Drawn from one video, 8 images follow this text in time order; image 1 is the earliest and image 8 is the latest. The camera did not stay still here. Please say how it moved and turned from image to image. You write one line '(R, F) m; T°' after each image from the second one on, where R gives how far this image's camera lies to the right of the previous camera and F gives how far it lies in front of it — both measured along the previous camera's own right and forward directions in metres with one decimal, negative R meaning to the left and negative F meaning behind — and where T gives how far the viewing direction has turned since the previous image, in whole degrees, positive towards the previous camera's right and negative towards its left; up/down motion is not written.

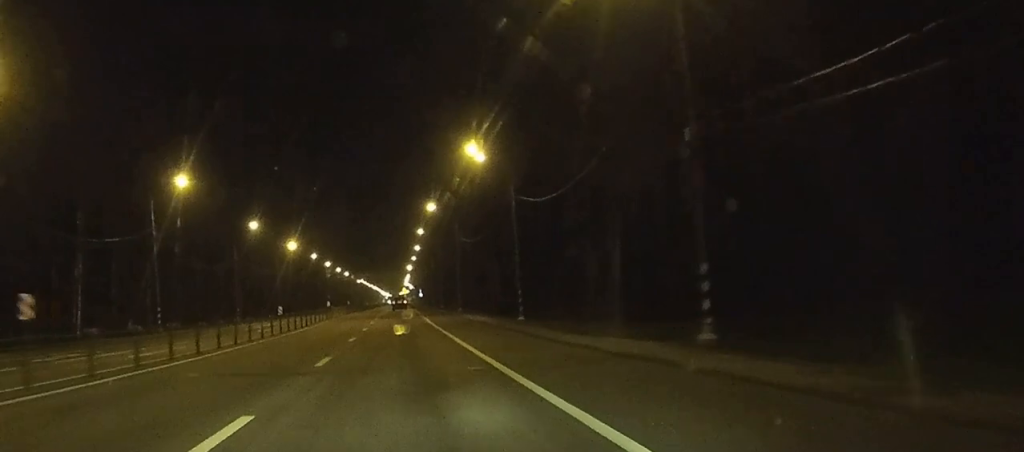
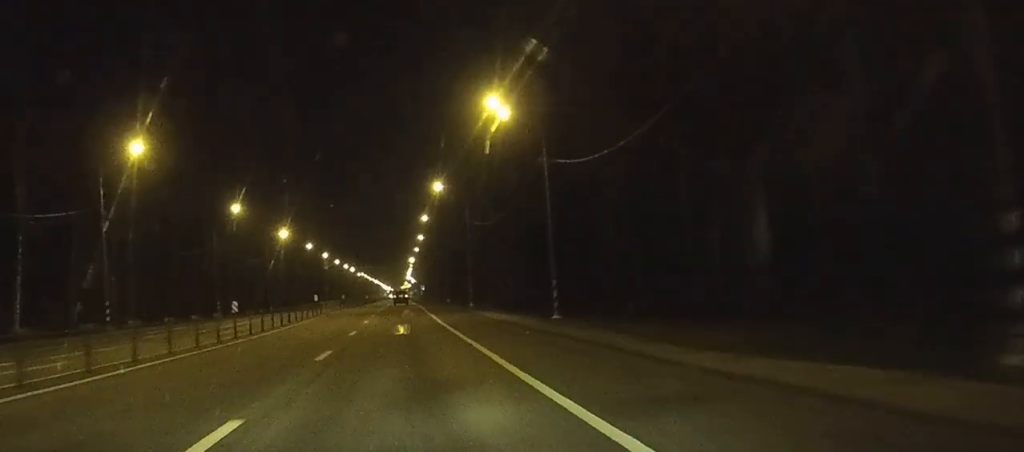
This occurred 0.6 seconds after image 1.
(0.0, +12.2) m; +1°
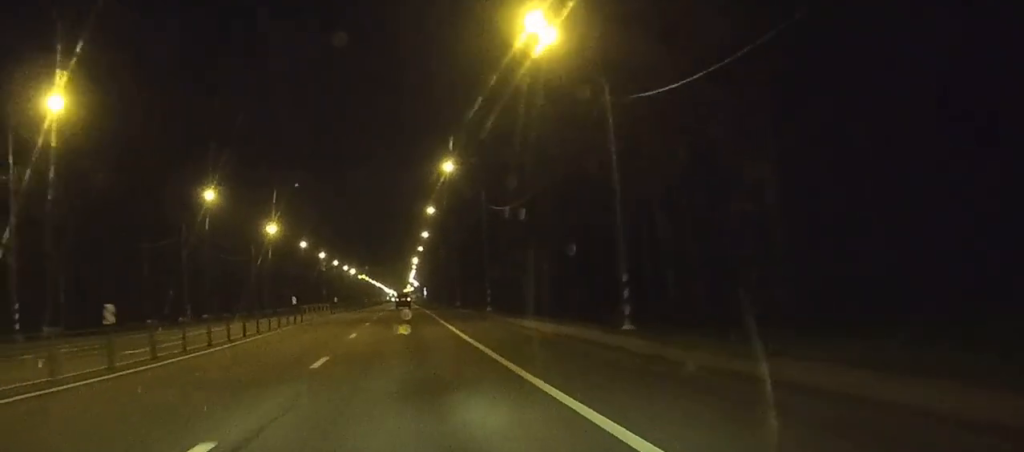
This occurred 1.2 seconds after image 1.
(0.0, +13.7) m; +1°
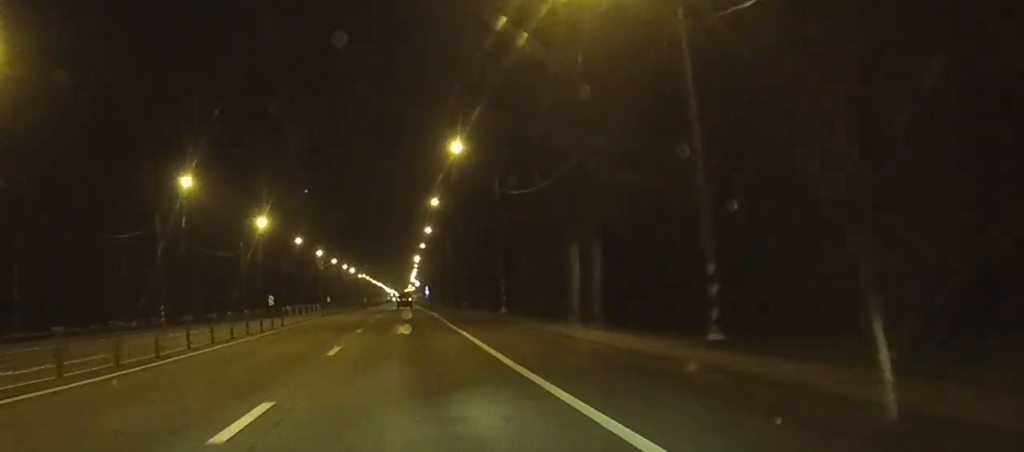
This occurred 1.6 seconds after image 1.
(+0.2, +8.7) m; 0°
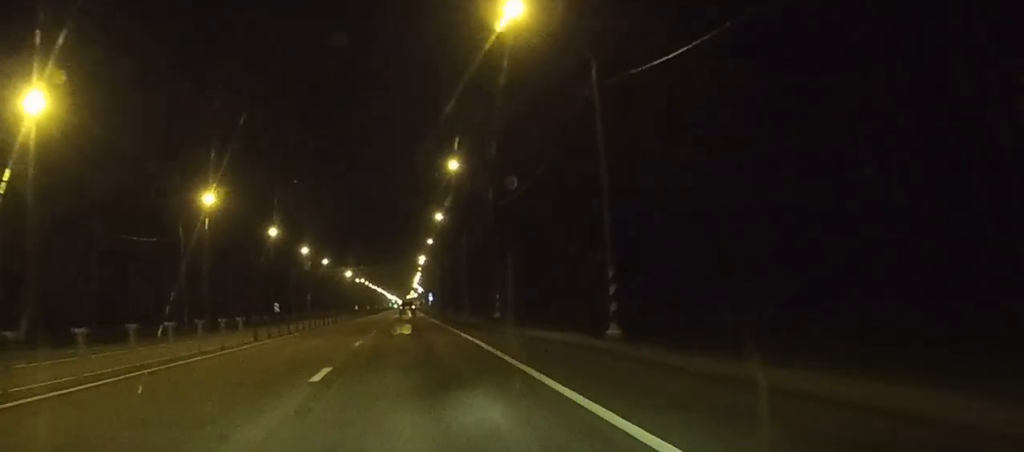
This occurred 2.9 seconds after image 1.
(-0.5, +28.8) m; -2°
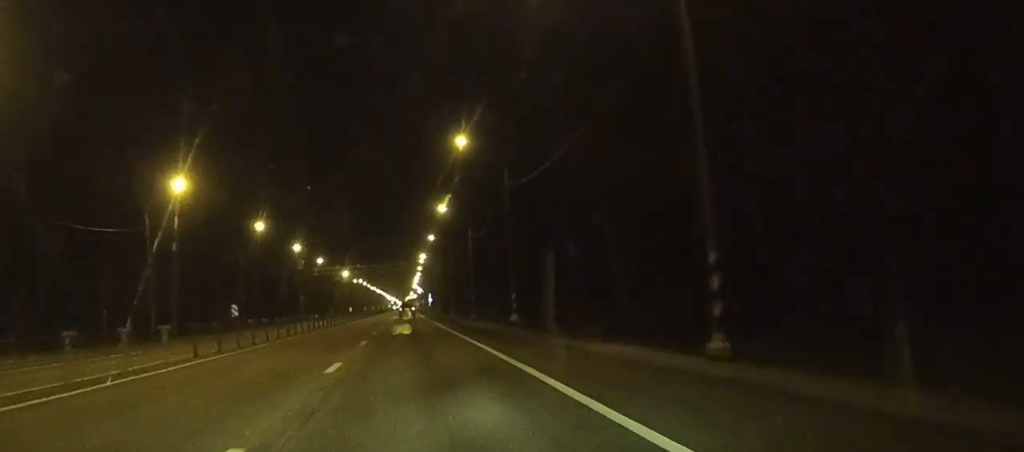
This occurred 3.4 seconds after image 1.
(-0.1, +9.4) m; 0°
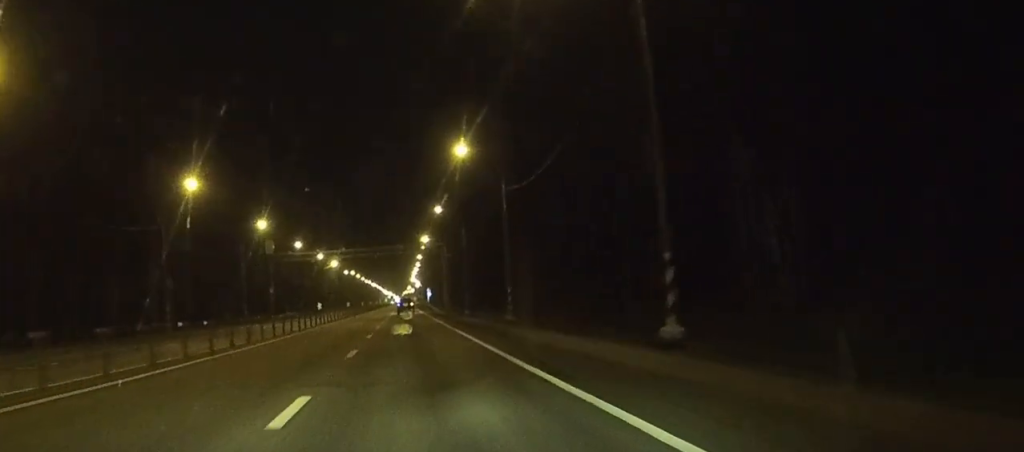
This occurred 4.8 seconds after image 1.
(+0.3, +30.5) m; +1°
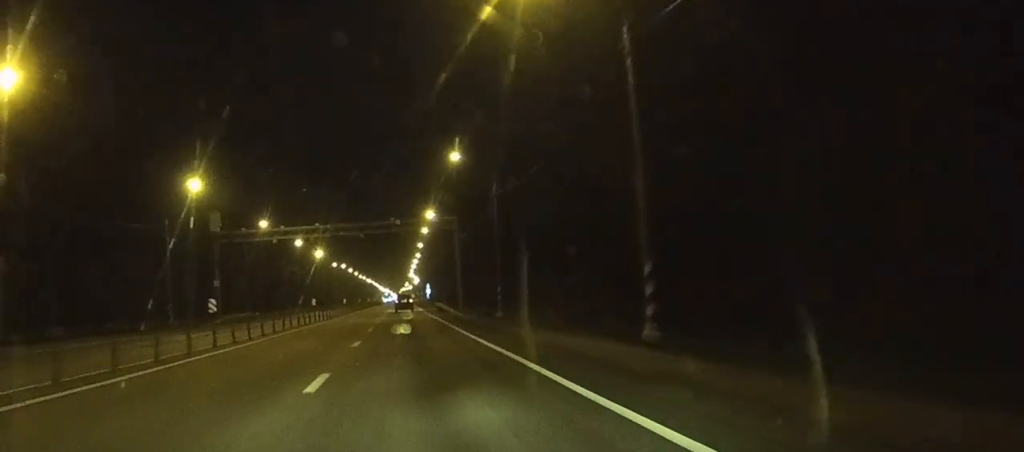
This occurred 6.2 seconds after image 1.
(0.0, +31.7) m; 0°
